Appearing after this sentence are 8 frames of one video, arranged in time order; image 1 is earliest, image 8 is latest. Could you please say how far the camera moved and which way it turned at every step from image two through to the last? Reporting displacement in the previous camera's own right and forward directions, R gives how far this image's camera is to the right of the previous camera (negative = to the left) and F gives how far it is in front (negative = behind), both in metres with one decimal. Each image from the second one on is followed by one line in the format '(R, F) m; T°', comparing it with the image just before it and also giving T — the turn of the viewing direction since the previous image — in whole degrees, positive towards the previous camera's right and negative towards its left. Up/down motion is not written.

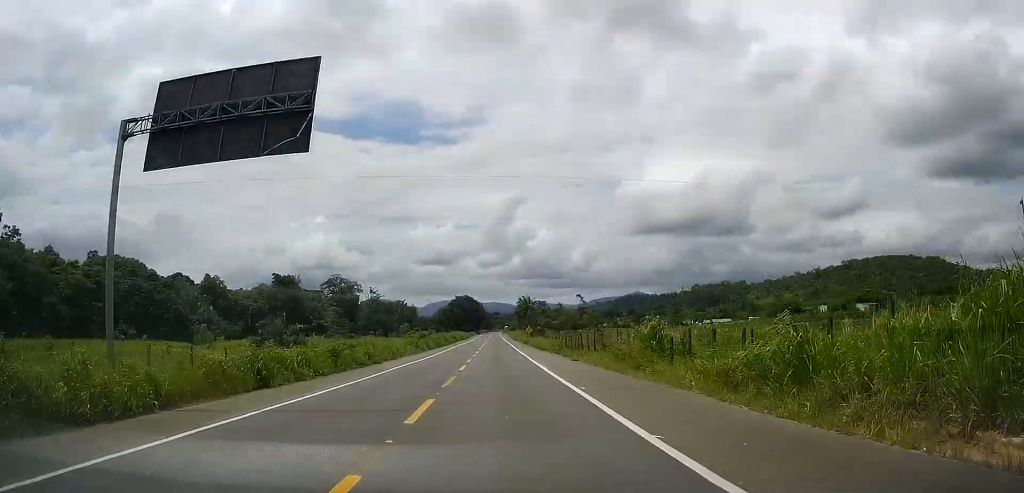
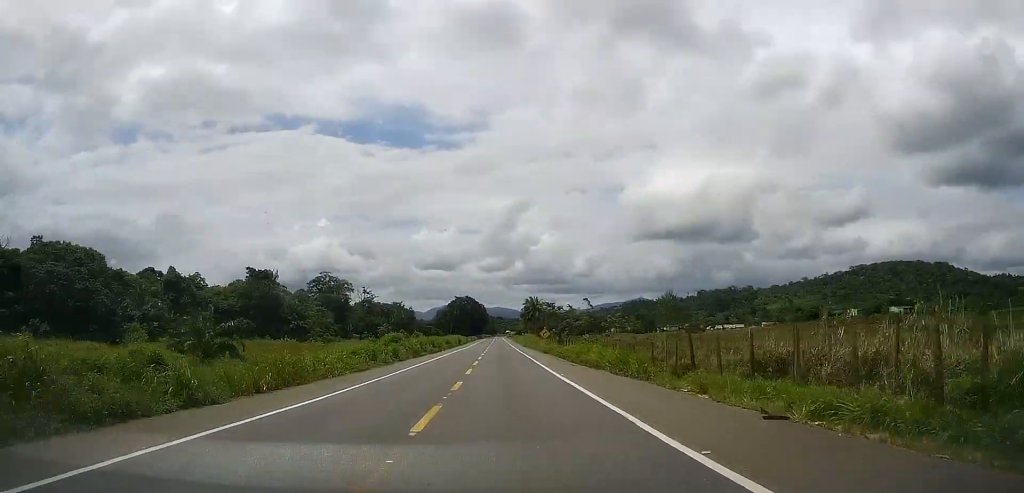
(0.0, +23.6) m; 0°
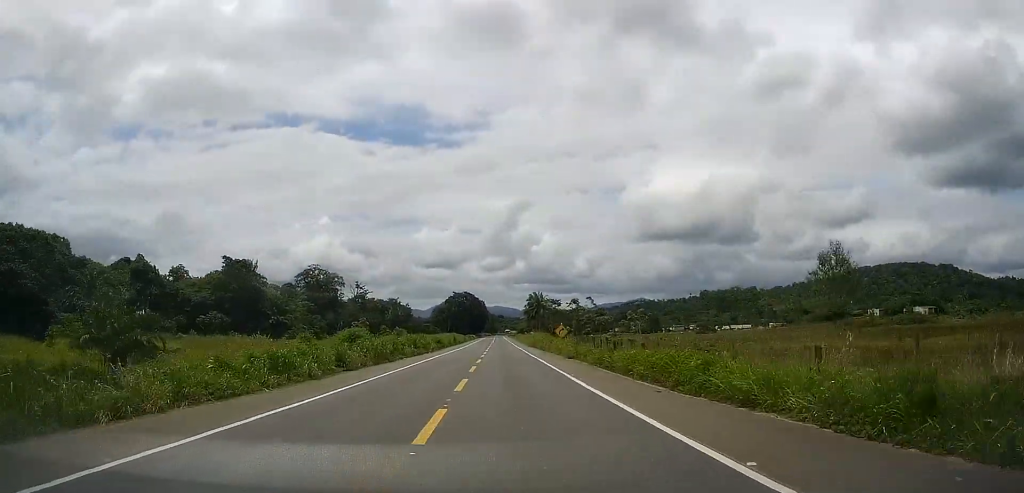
(0.0, +16.6) m; 0°
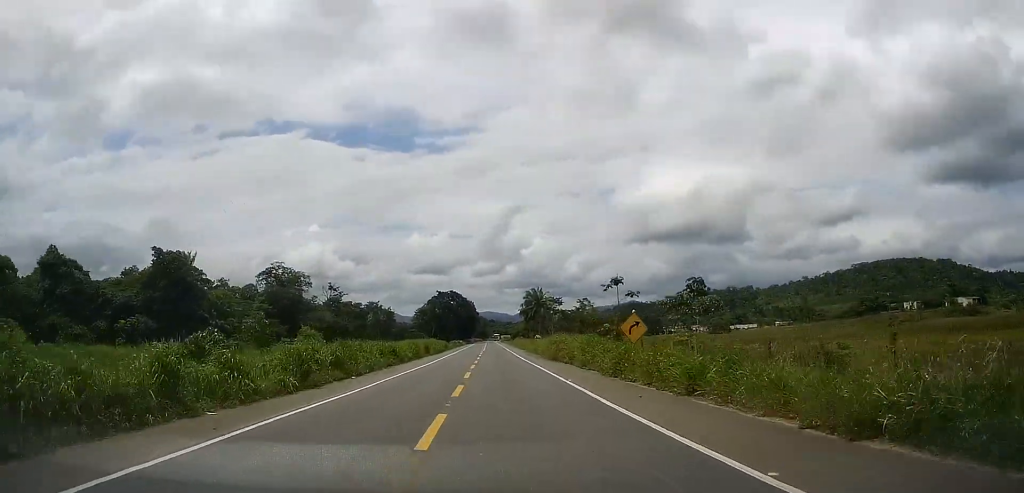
(0.0, +31.3) m; 0°
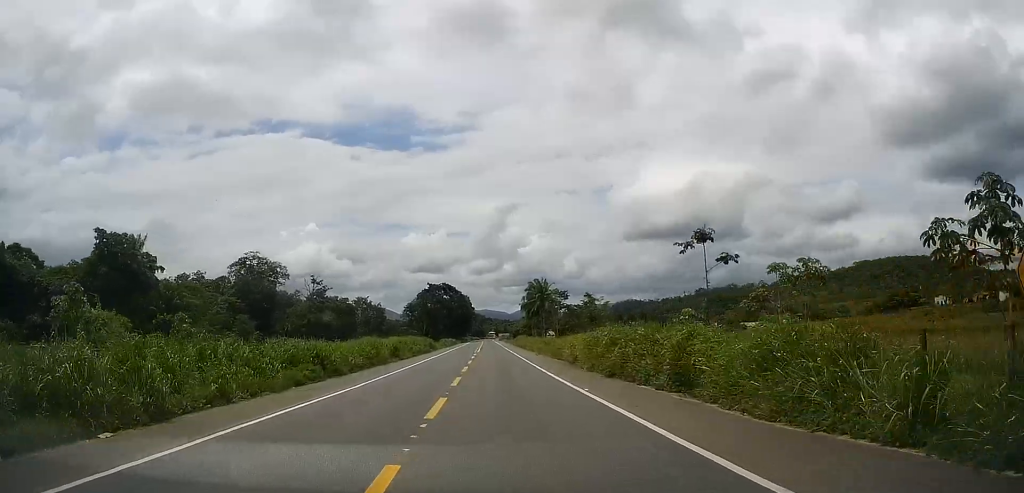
(0.0, +20.6) m; 0°
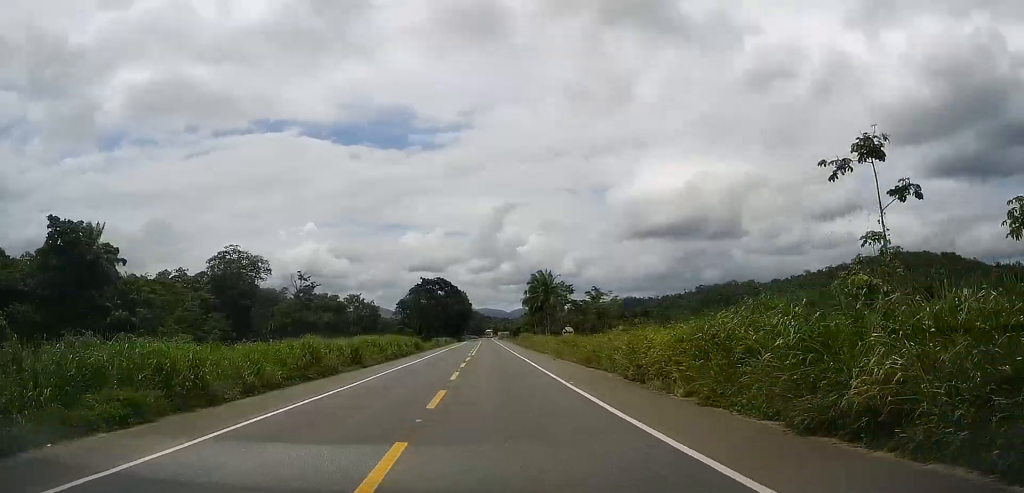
(0.0, +14.1) m; 0°
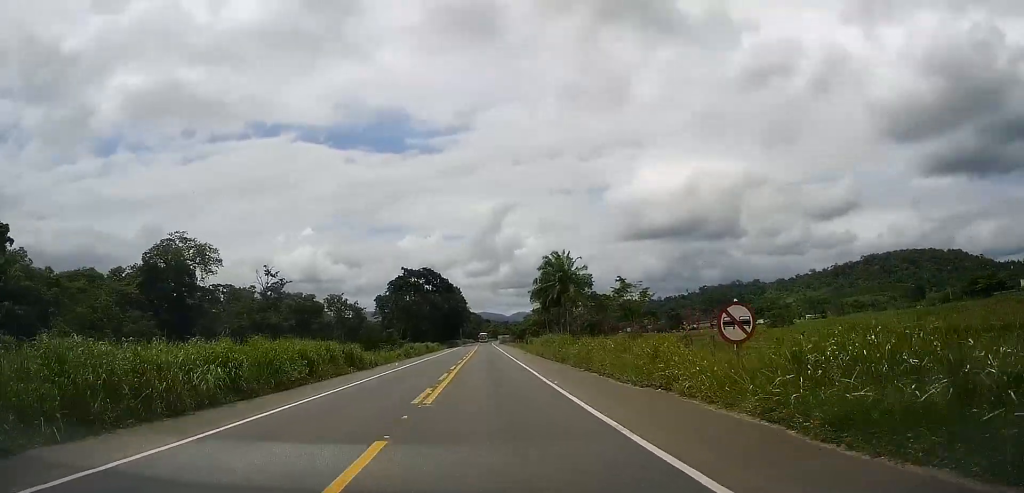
(0.0, +31.9) m; +1°
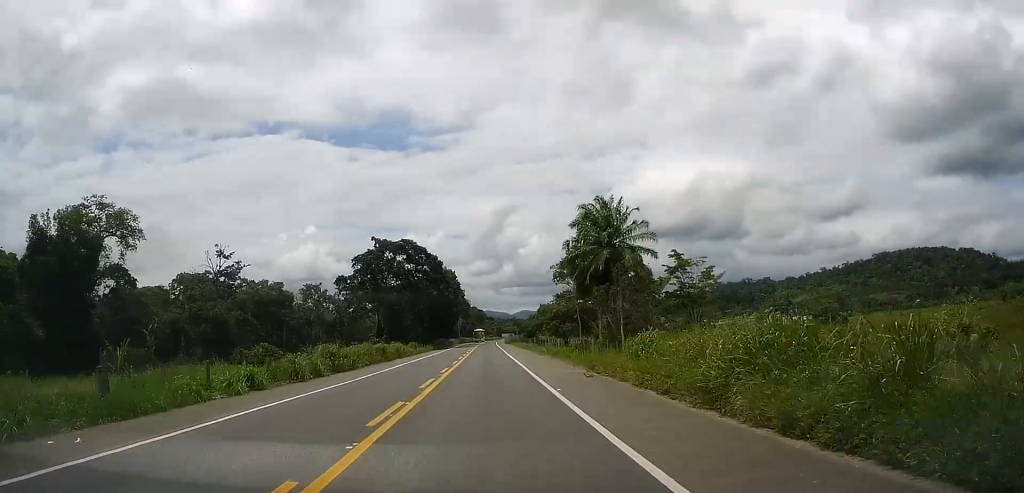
(+0.5, +36.3) m; 0°
